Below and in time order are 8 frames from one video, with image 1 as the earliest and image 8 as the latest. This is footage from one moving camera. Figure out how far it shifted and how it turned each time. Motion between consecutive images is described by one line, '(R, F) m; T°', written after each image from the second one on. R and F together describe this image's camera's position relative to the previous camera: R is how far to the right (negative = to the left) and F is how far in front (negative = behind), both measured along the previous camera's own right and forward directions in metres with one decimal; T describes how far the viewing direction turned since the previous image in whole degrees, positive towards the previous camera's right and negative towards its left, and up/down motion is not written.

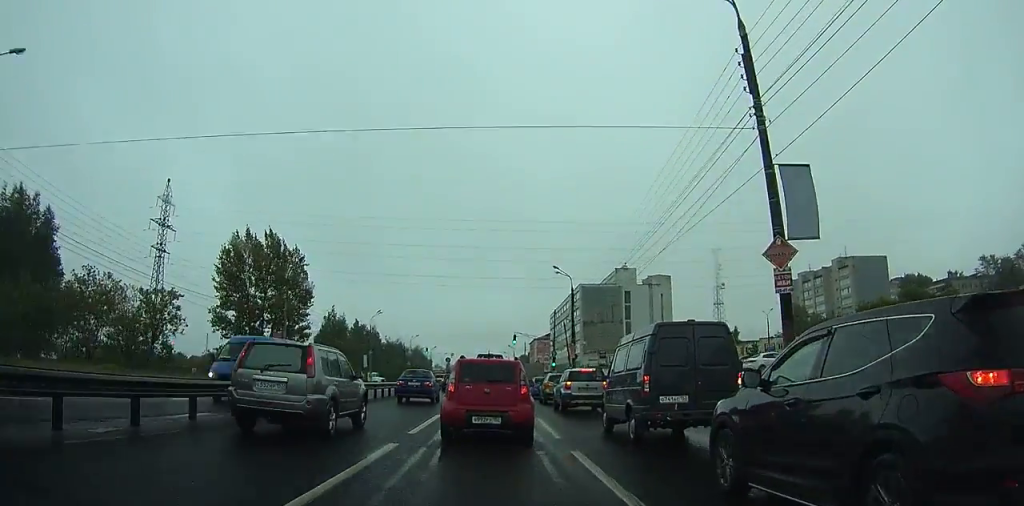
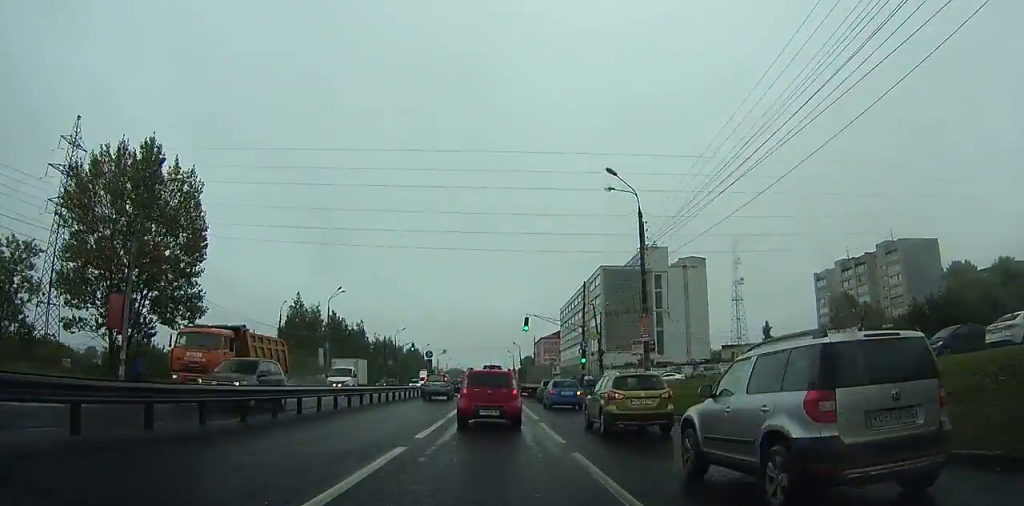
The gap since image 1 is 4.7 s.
(+0.1, +26.9) m; 0°
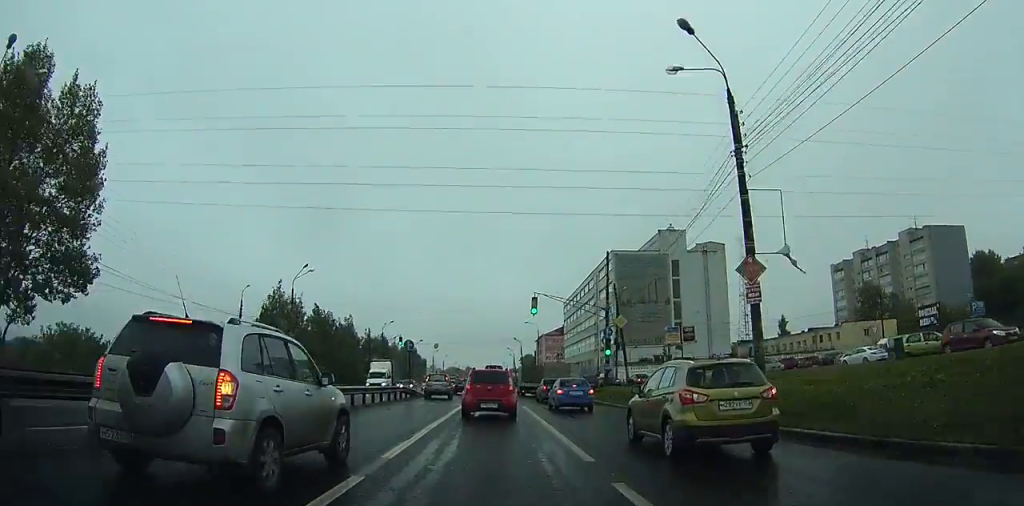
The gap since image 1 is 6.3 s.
(-0.1, +9.6) m; -1°
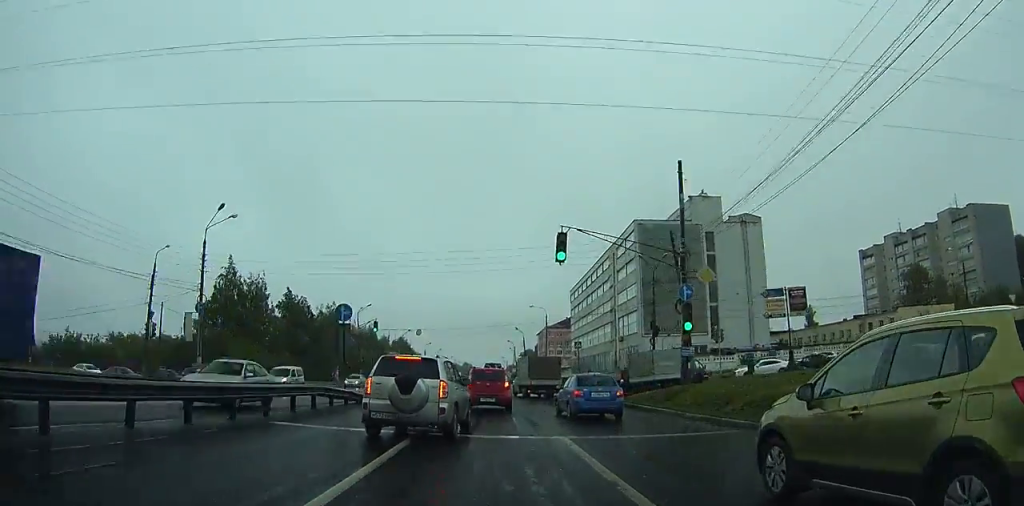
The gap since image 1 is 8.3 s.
(-0.1, +13.3) m; +2°
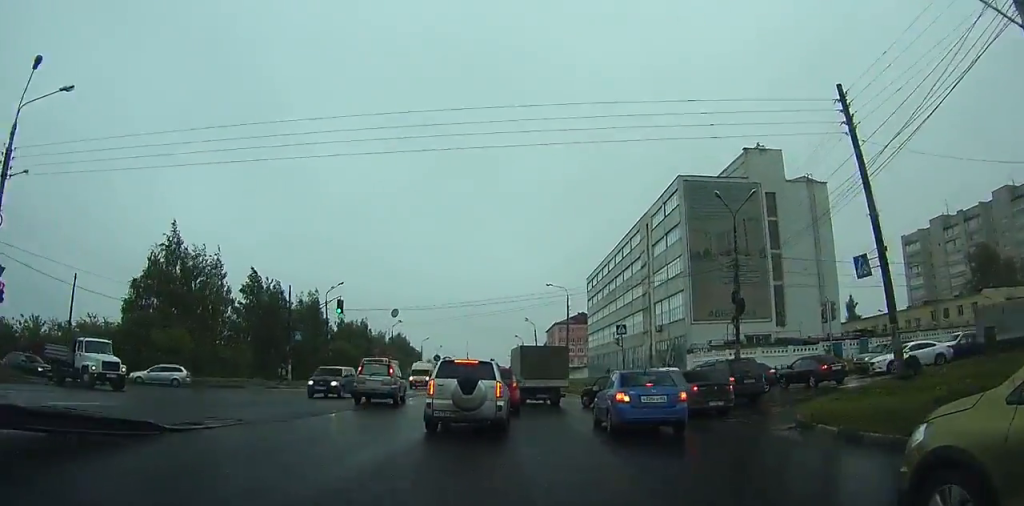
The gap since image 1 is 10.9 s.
(+0.5, +17.8) m; +1°
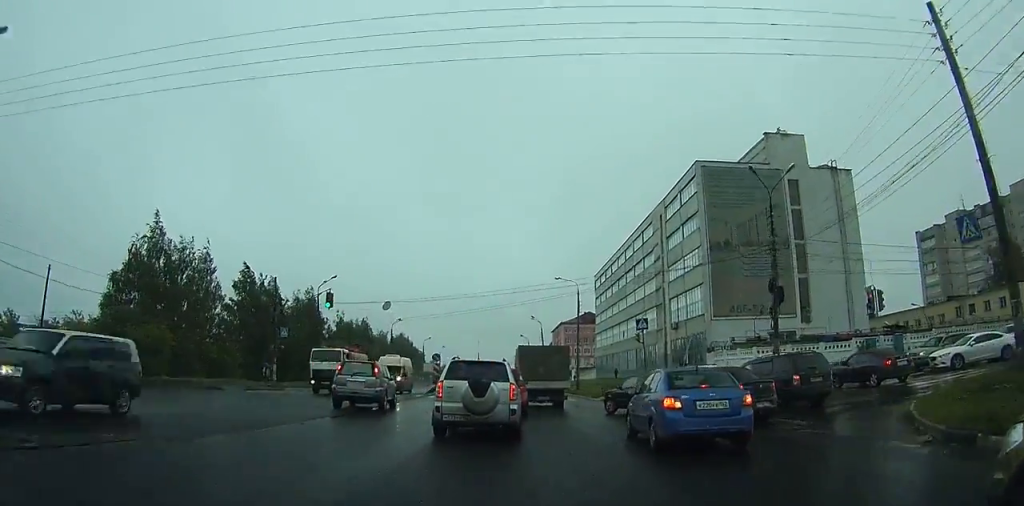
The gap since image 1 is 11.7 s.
(0.0, +5.3) m; 0°
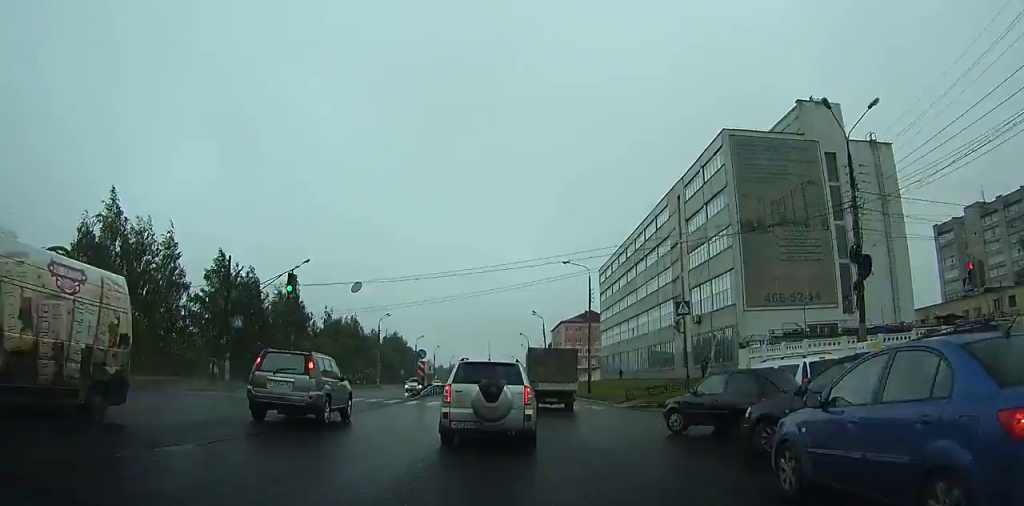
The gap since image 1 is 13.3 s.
(-0.1, +10.0) m; 0°
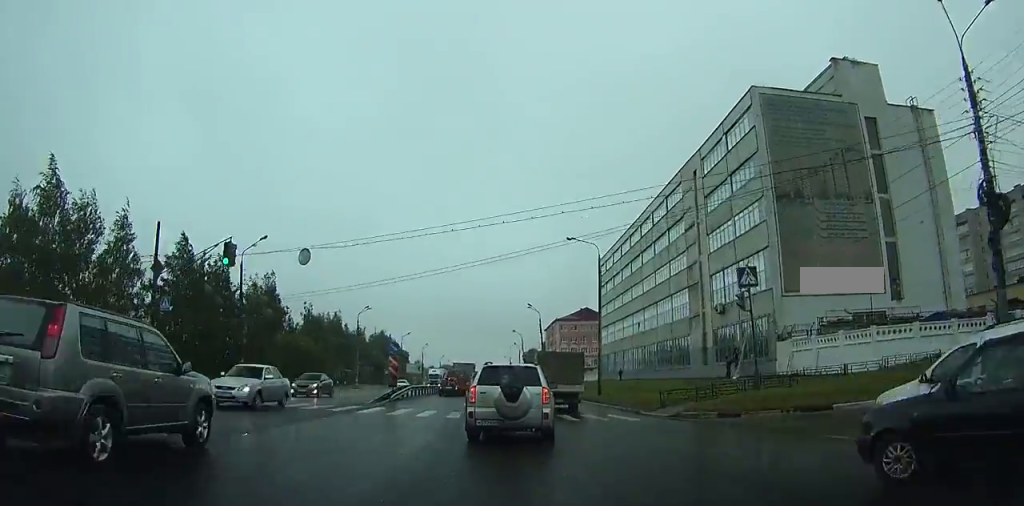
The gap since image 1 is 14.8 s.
(0.0, +10.0) m; 0°
